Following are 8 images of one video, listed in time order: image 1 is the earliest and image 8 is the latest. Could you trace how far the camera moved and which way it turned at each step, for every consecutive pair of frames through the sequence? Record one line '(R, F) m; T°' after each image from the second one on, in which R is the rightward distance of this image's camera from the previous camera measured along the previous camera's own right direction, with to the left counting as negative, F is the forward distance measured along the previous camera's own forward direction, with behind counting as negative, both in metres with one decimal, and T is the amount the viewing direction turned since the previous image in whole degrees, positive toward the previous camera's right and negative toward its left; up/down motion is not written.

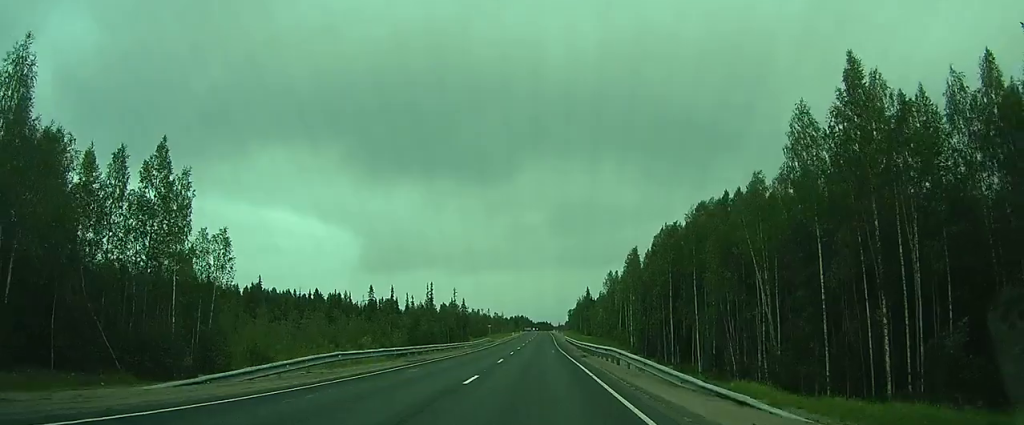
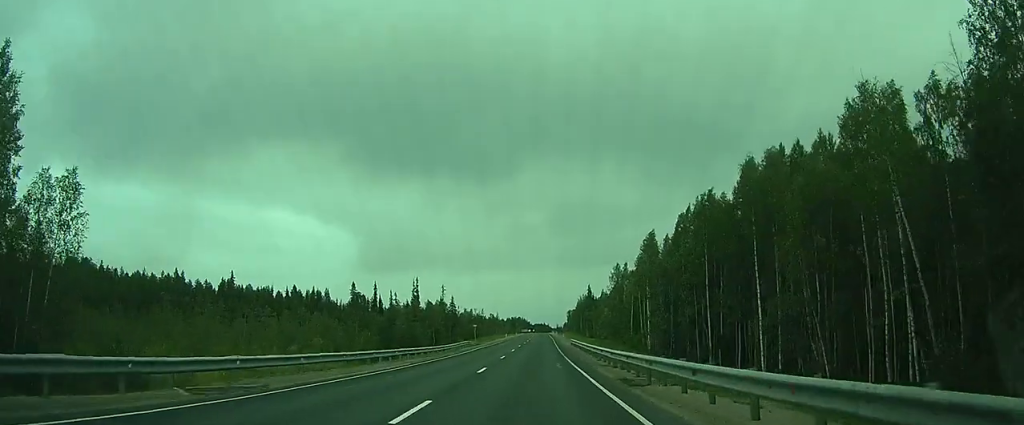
(0.0, +21.8) m; 0°
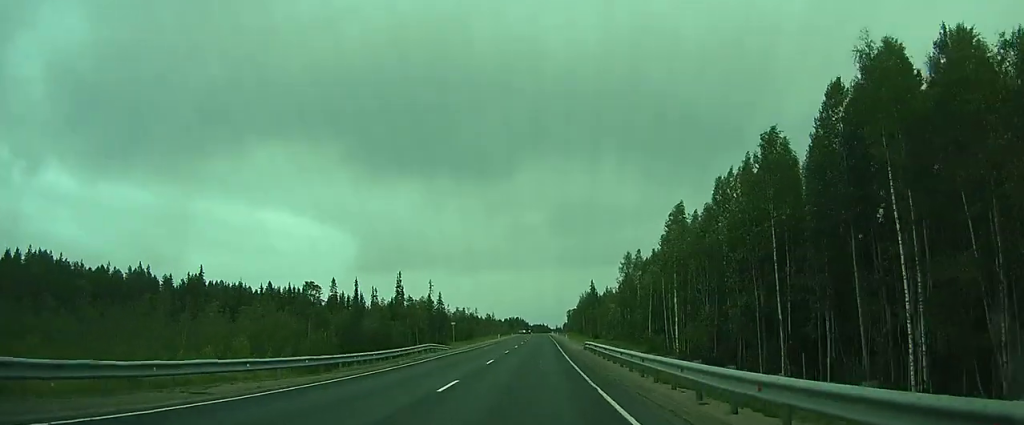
(-0.1, +21.6) m; 0°
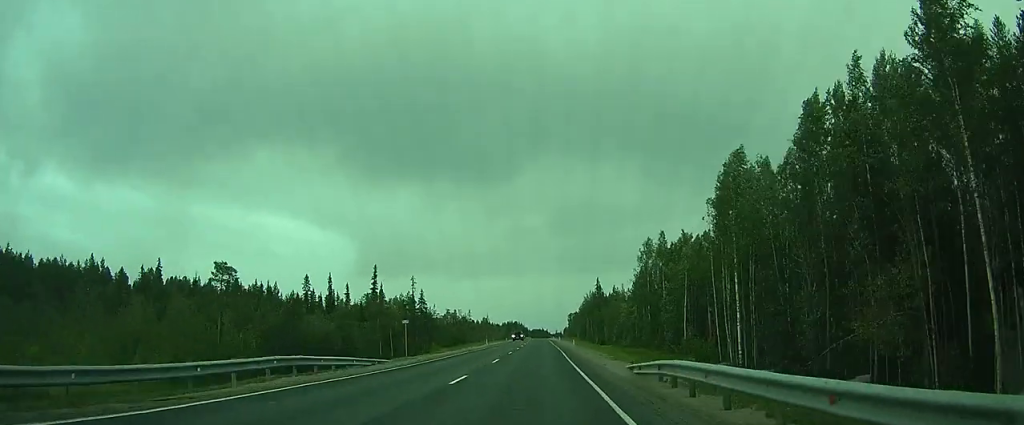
(-0.1, +25.0) m; -1°
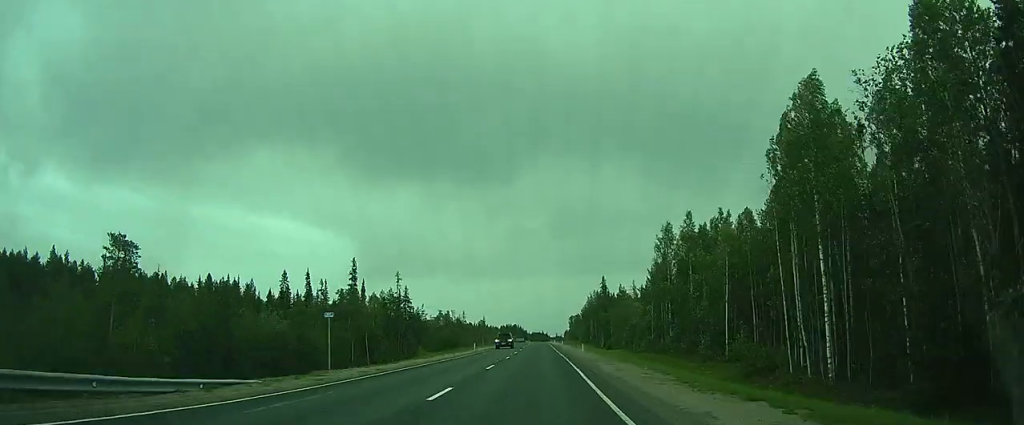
(-0.2, +17.2) m; 0°
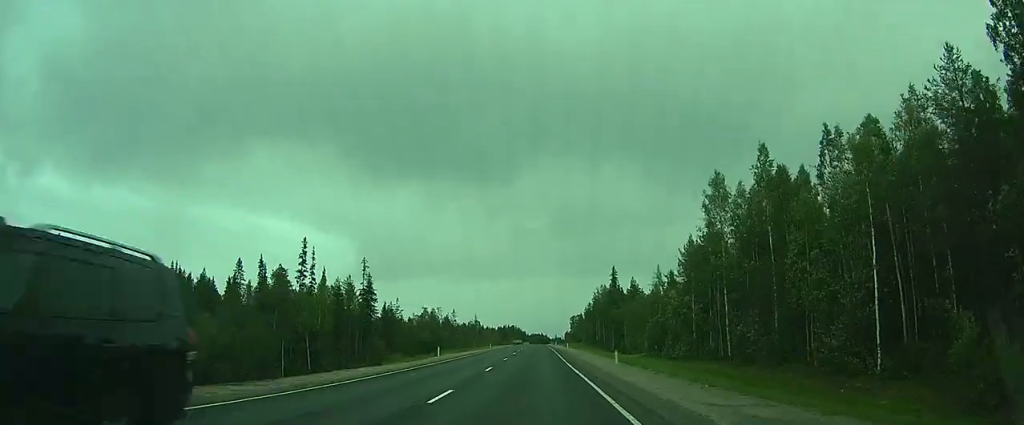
(-0.1, +27.6) m; +1°
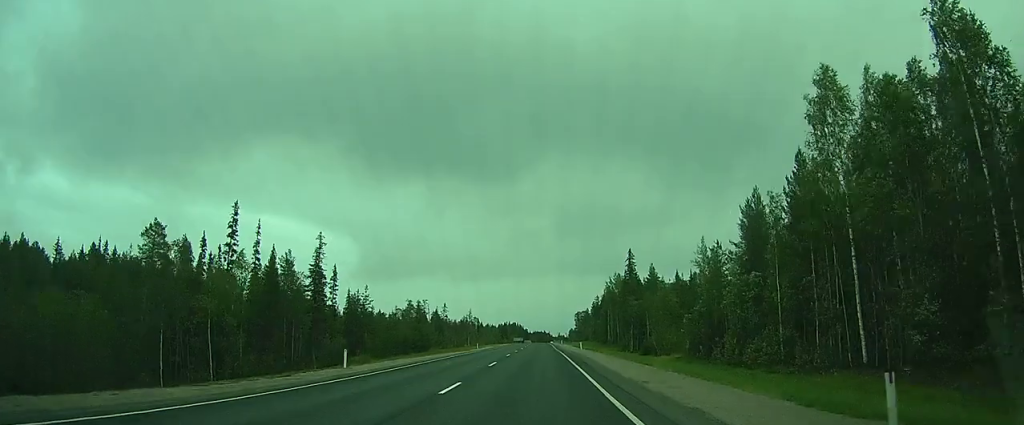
(+0.3, +26.0) m; +1°
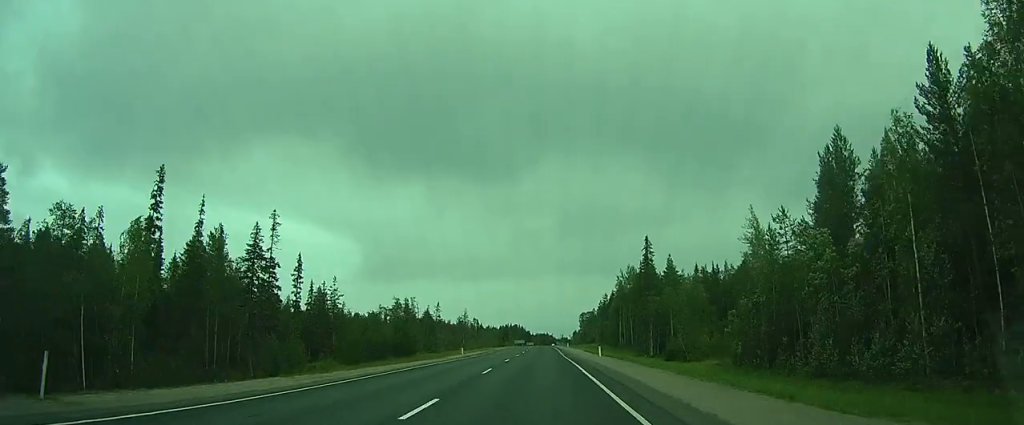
(0.0, +18.3) m; +1°
